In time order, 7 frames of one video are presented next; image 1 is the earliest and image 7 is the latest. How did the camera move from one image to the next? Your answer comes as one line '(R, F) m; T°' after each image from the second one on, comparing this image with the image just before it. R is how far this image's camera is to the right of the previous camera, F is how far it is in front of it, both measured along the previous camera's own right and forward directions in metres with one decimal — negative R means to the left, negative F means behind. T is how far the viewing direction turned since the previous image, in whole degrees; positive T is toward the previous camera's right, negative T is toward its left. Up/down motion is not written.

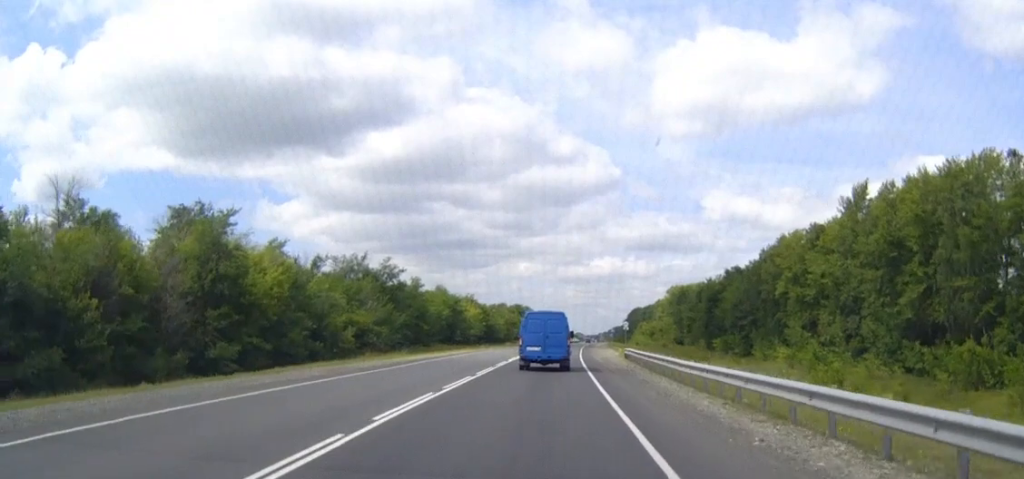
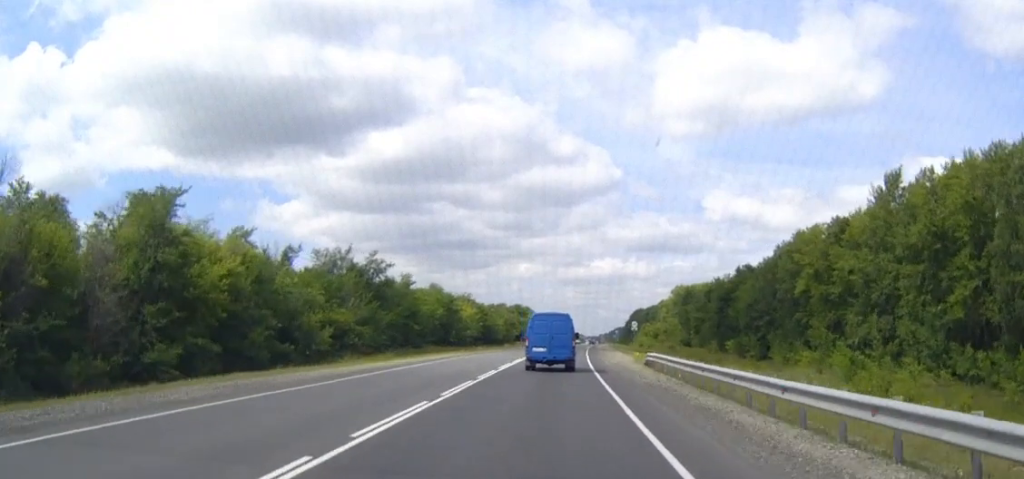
(0.0, +10.2) m; 0°
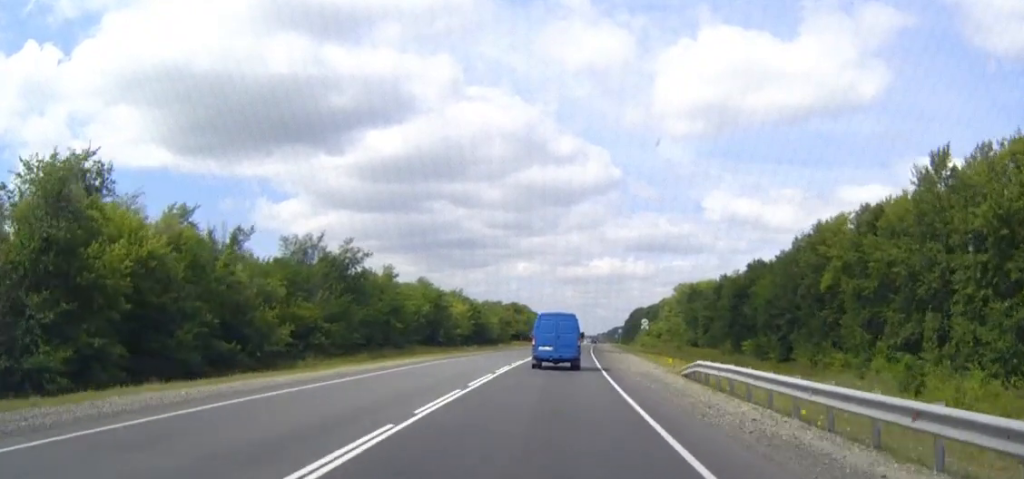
(0.0, +12.8) m; 0°
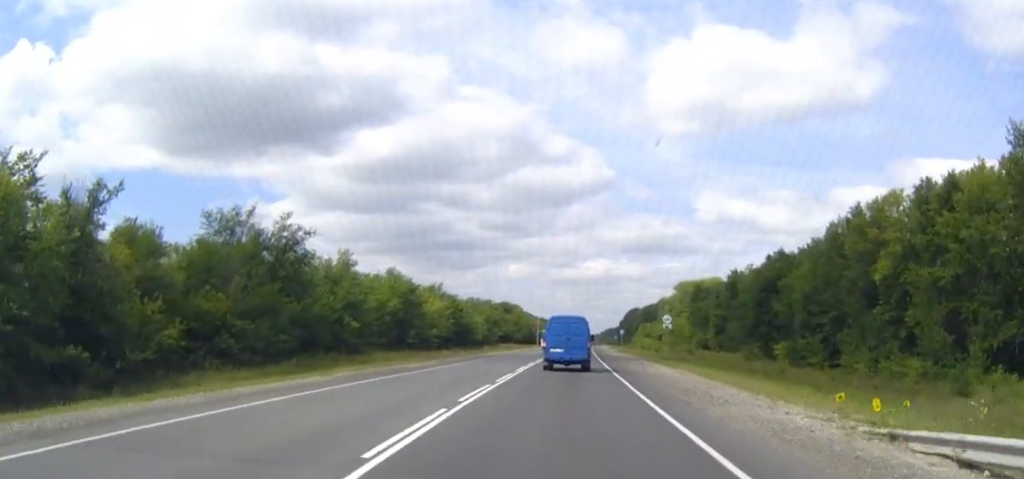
(+0.1, +21.4) m; +1°
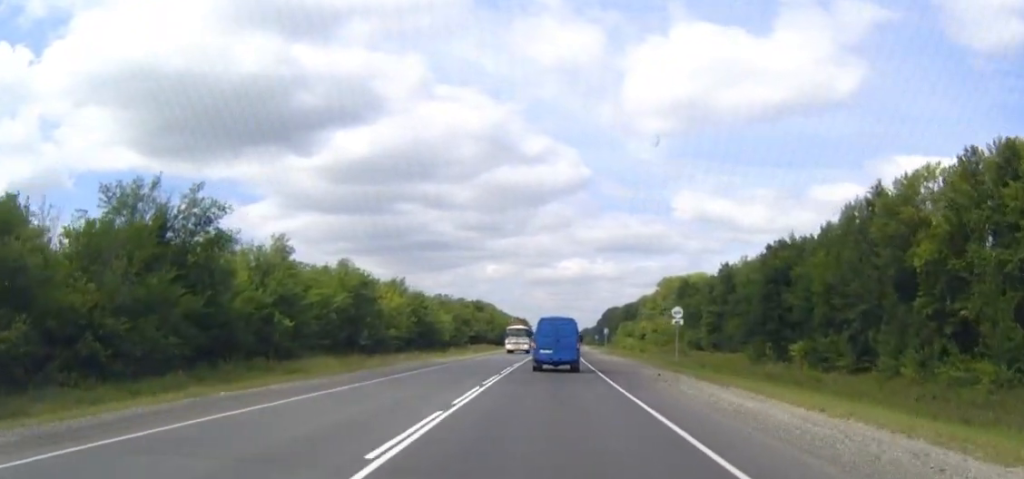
(+0.1, +15.8) m; +1°
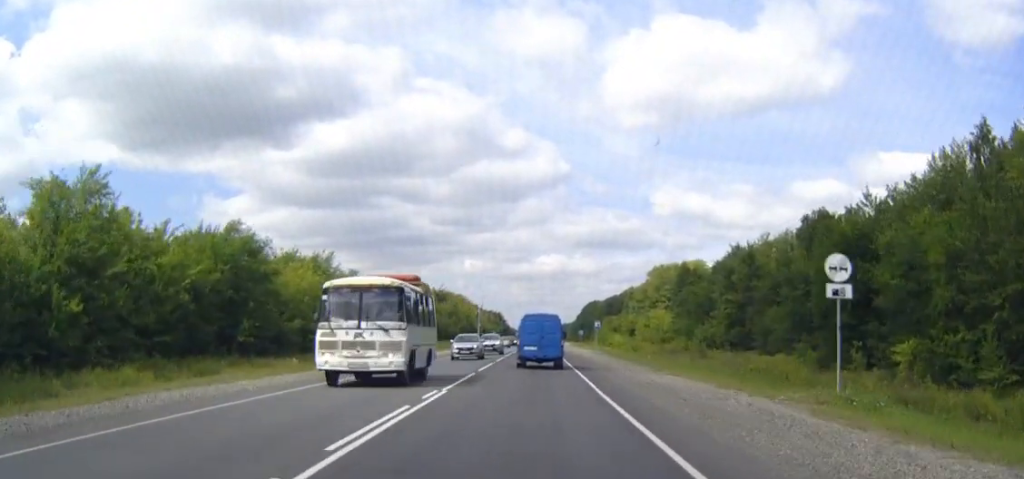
(+0.5, +31.9) m; +2°
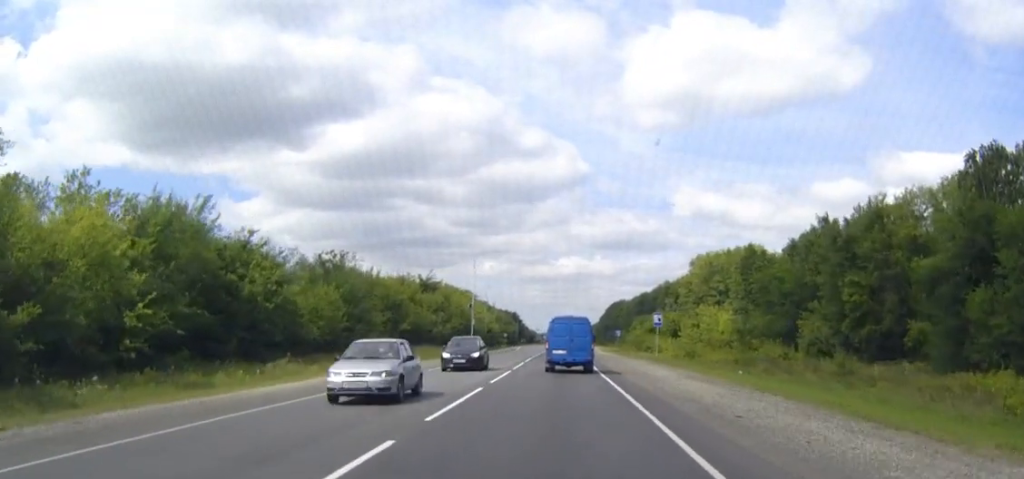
(-0.1, +42.7) m; -1°
